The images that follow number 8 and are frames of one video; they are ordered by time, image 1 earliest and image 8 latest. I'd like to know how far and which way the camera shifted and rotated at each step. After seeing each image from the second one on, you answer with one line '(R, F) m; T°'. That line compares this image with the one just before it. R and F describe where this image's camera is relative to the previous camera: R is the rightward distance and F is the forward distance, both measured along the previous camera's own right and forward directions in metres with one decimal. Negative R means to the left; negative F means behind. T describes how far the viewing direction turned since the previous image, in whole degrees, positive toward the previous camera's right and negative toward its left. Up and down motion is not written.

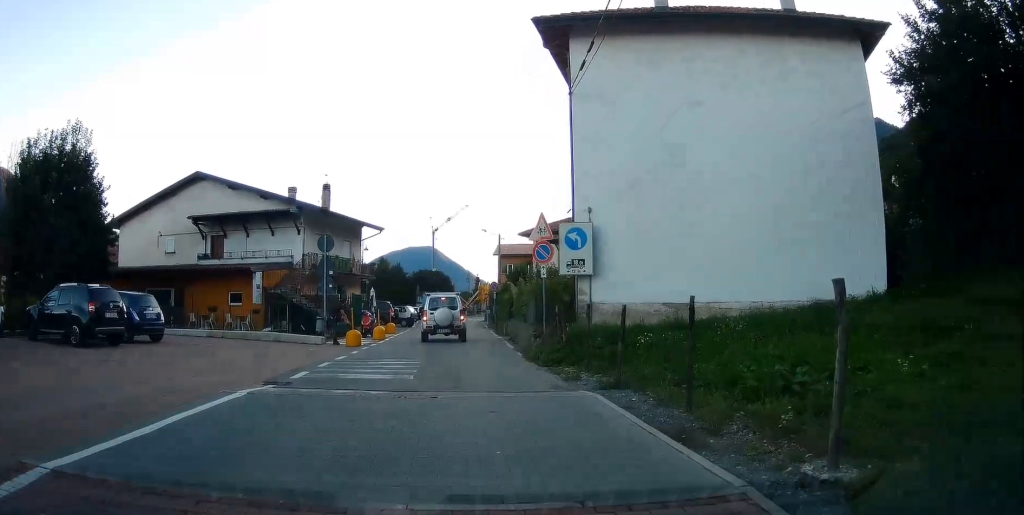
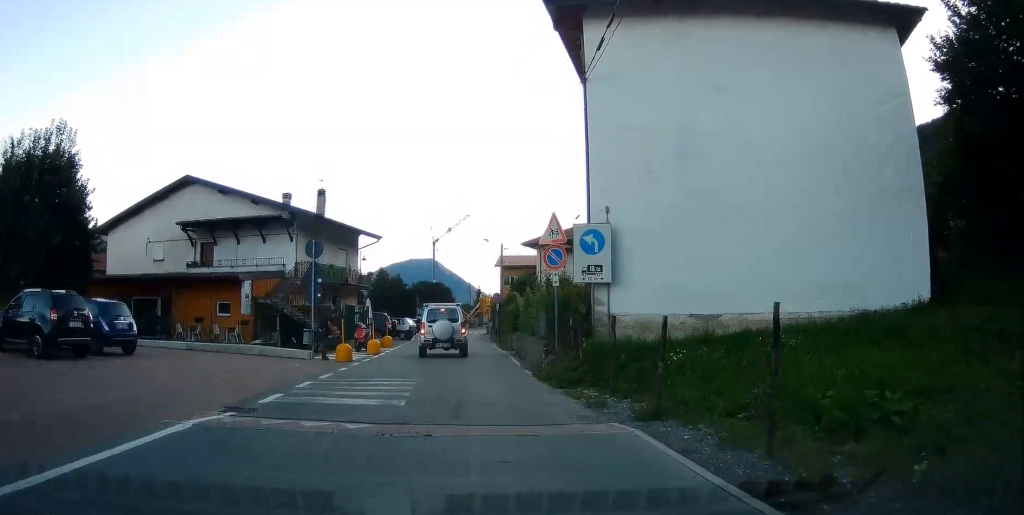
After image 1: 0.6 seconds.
(-0.1, +2.1) m; -3°
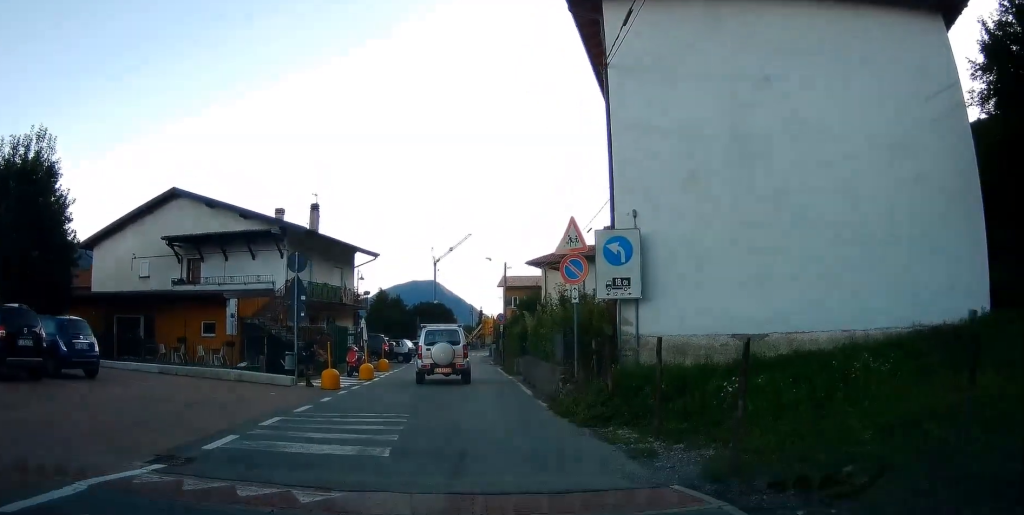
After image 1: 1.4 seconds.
(-0.1, +2.3) m; -2°
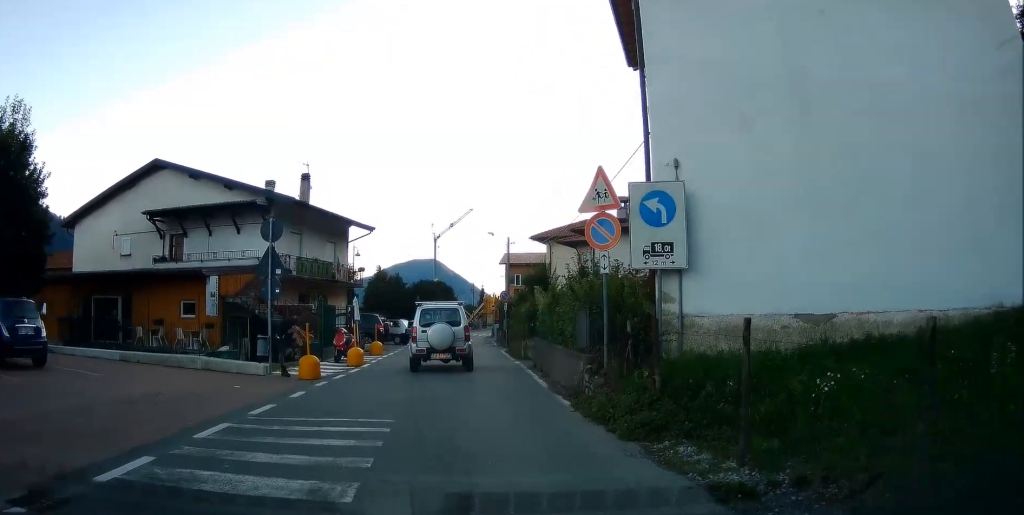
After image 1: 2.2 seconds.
(-0.1, +2.2) m; +4°
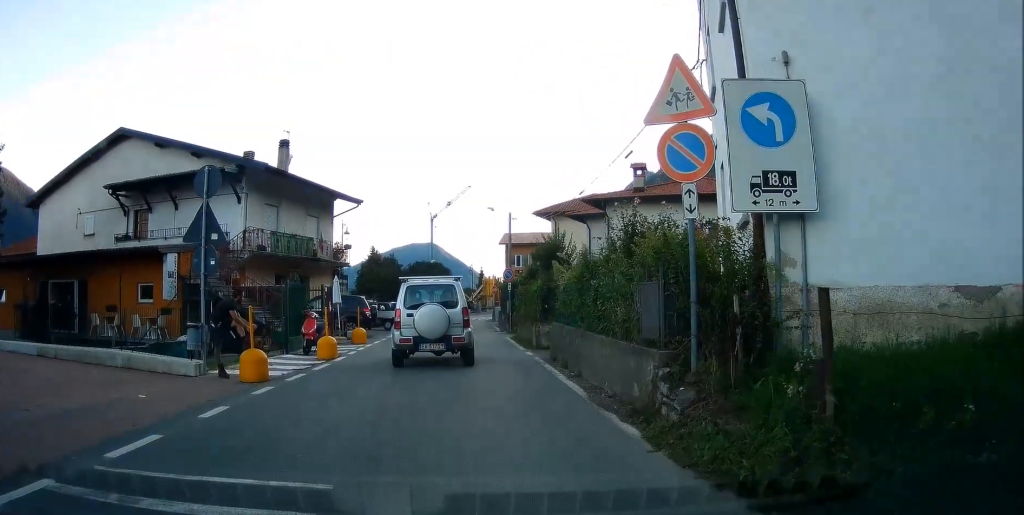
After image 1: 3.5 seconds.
(+0.2, +3.4) m; -1°
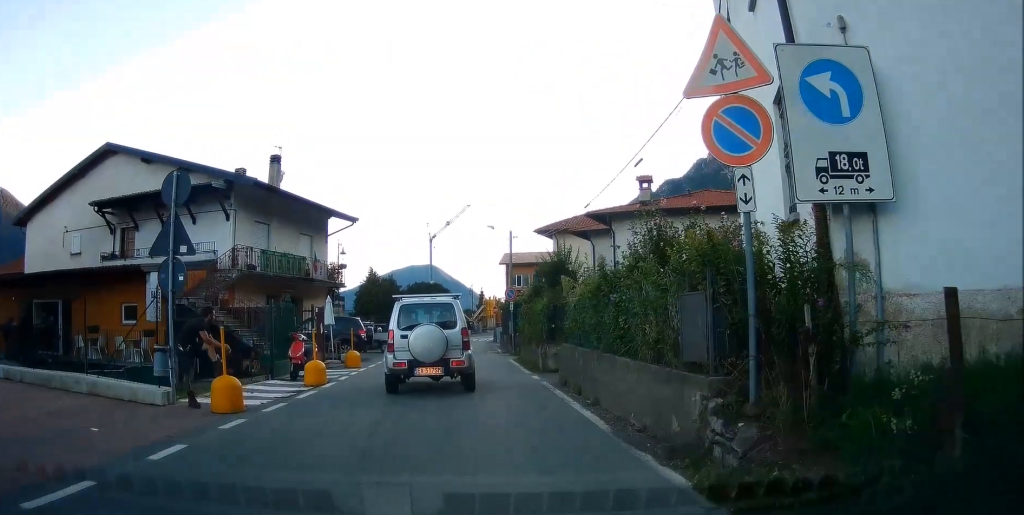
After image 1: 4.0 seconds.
(-0.1, +1.2) m; -3°
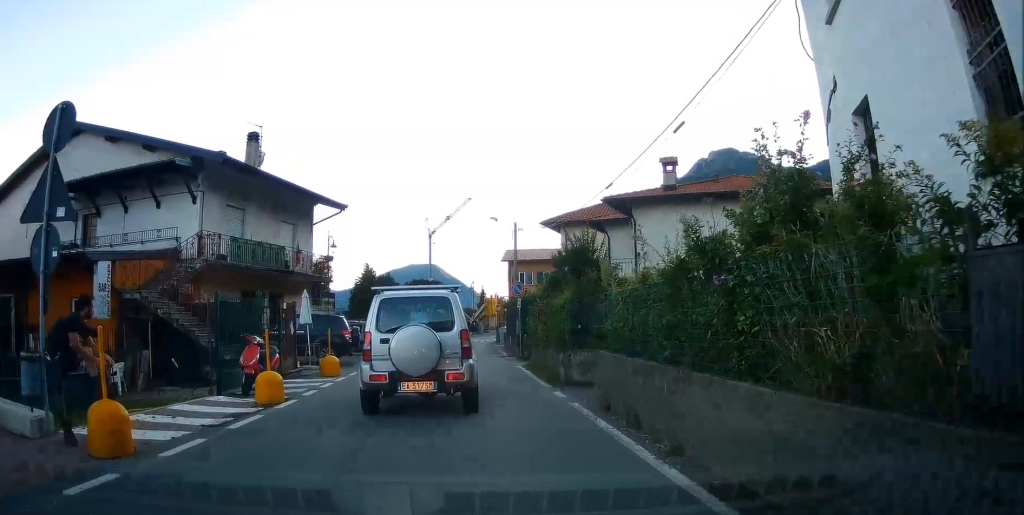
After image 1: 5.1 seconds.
(0.0, +3.4) m; -1°
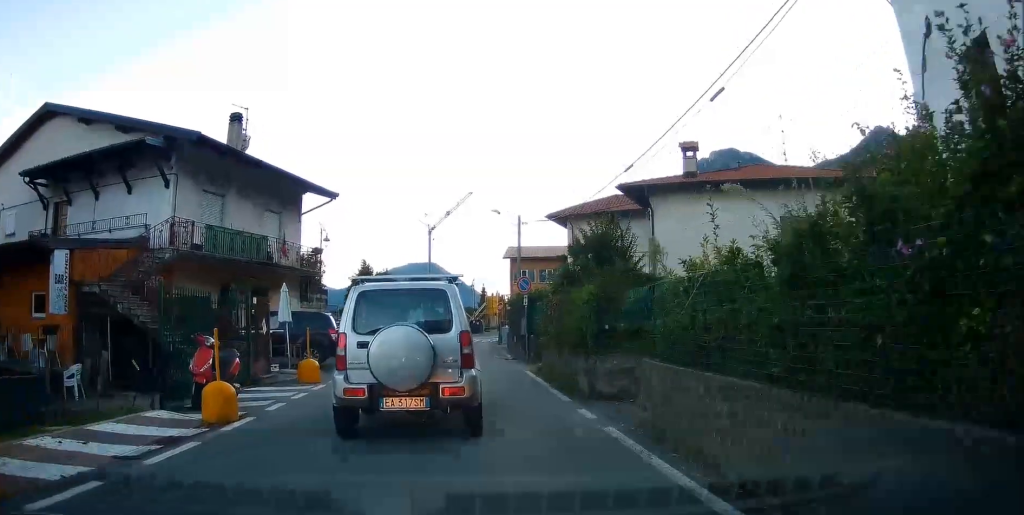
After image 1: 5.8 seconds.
(0.0, +2.3) m; -7°
